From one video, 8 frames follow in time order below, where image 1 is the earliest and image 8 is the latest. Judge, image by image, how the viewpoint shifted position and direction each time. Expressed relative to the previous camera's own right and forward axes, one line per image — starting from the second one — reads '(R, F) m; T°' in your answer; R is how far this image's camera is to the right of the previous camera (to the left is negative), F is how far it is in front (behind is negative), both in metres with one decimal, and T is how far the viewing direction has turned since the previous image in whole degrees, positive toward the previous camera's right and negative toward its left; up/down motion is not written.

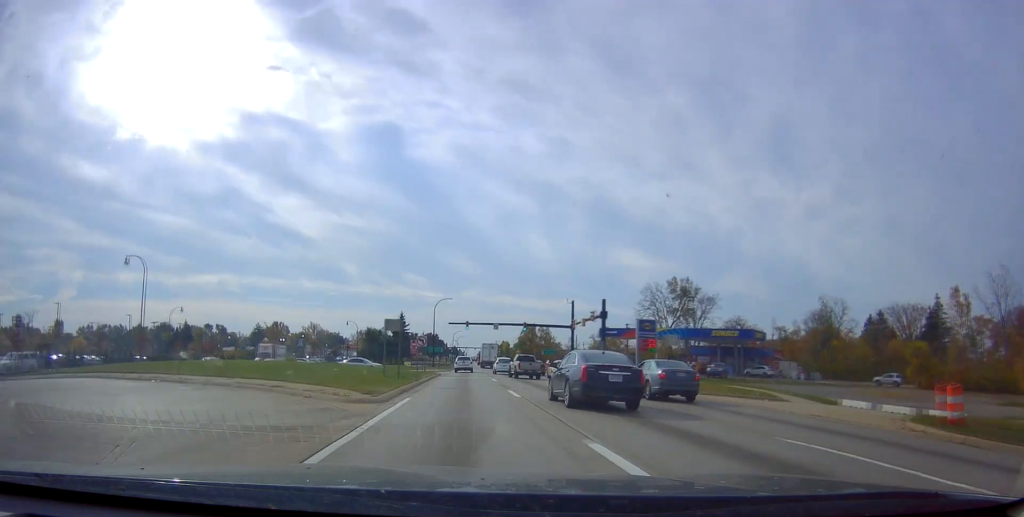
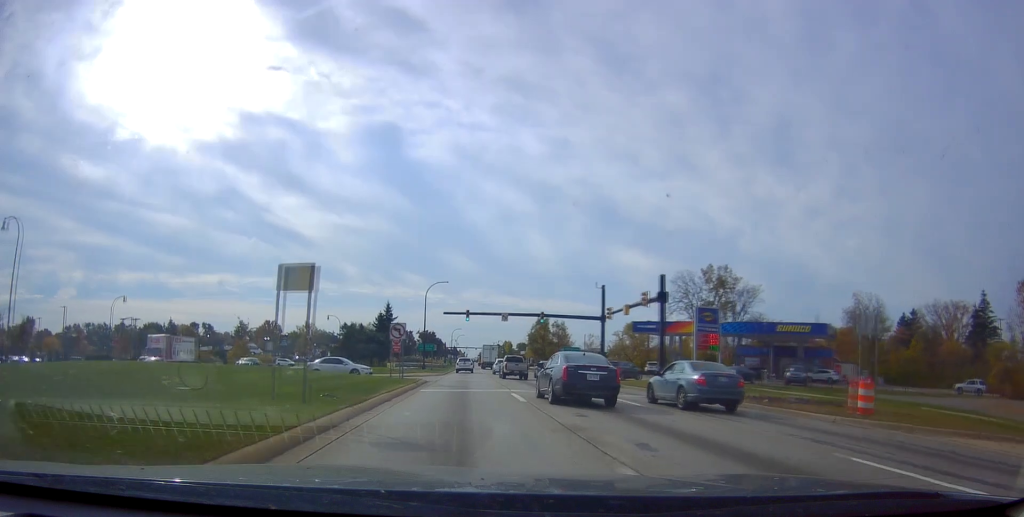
(+0.2, +17.6) m; +2°
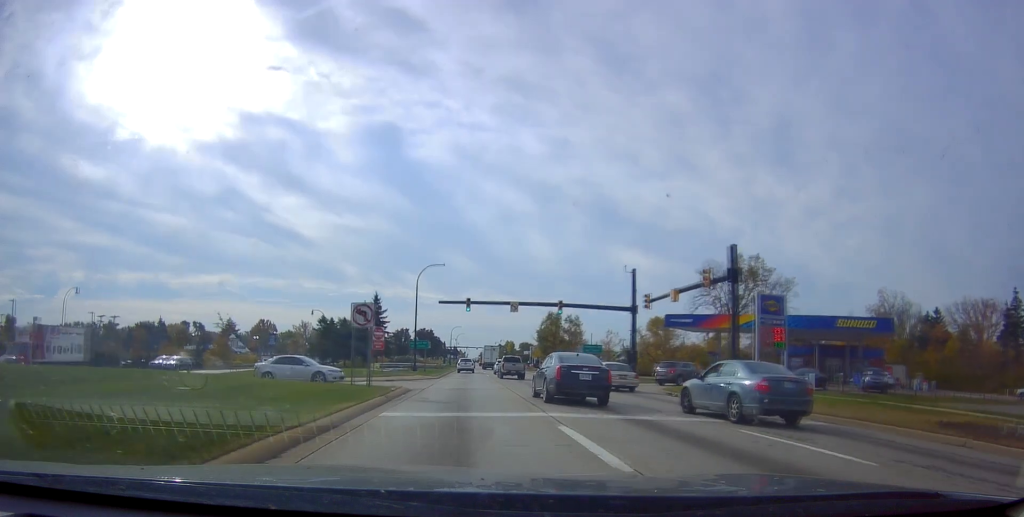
(+0.2, +11.4) m; 0°
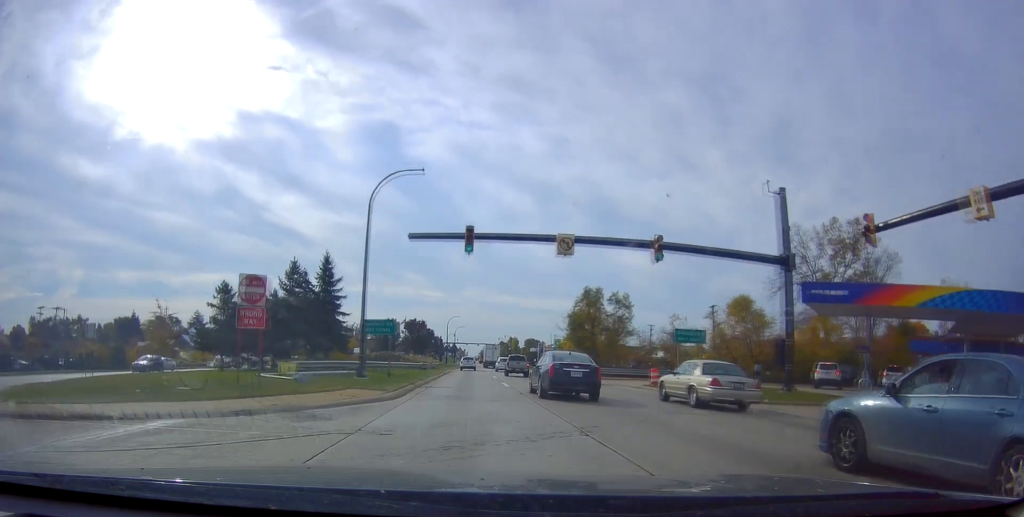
(-0.5, +25.4) m; -1°
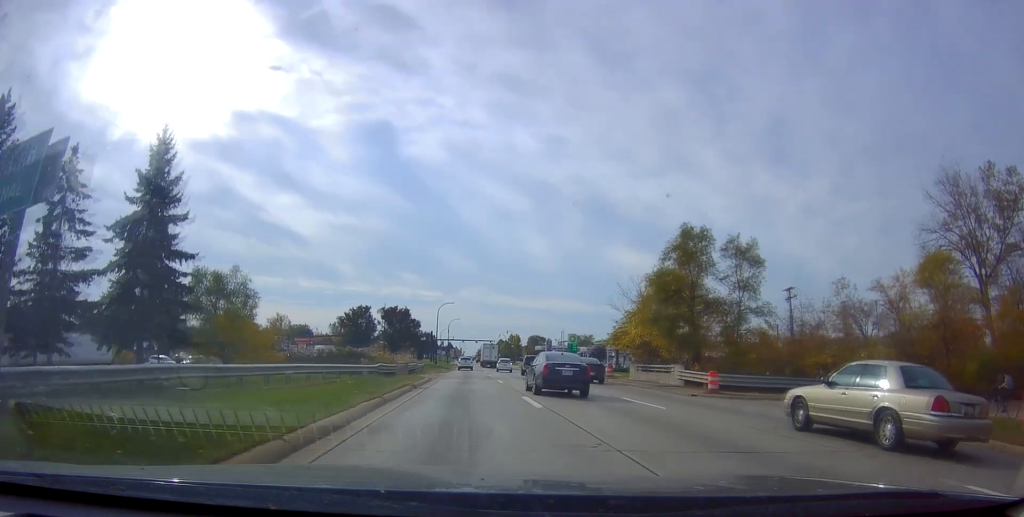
(+0.7, +26.9) m; +1°
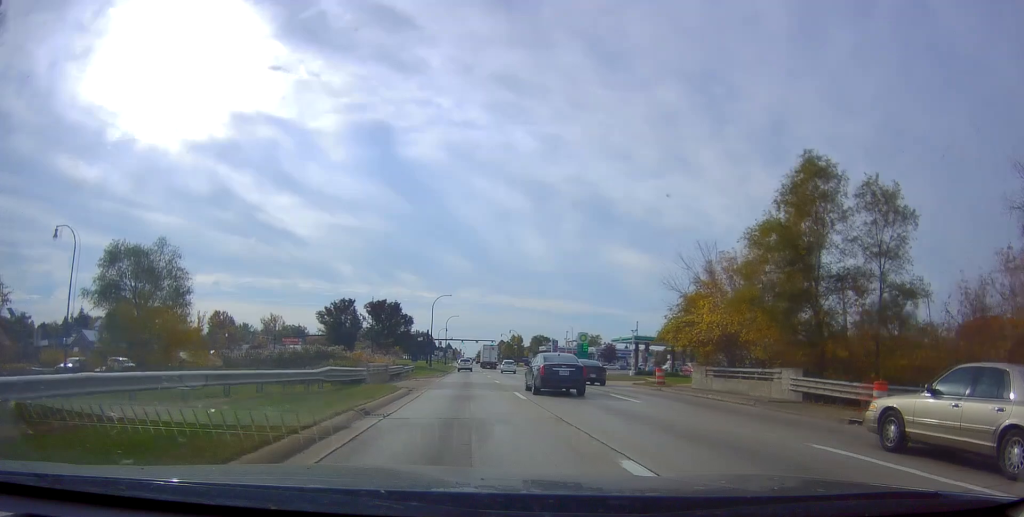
(0.0, +12.2) m; 0°
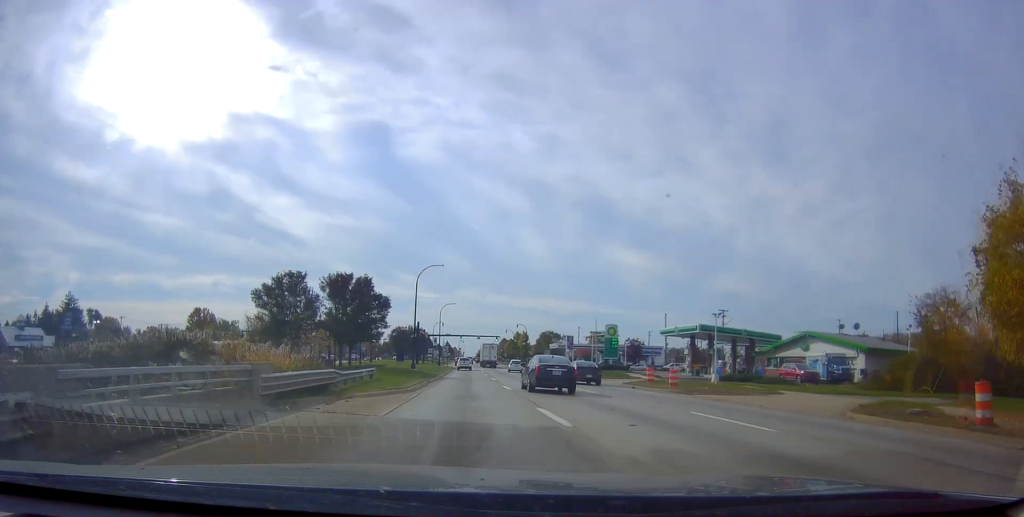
(0.0, +23.7) m; 0°
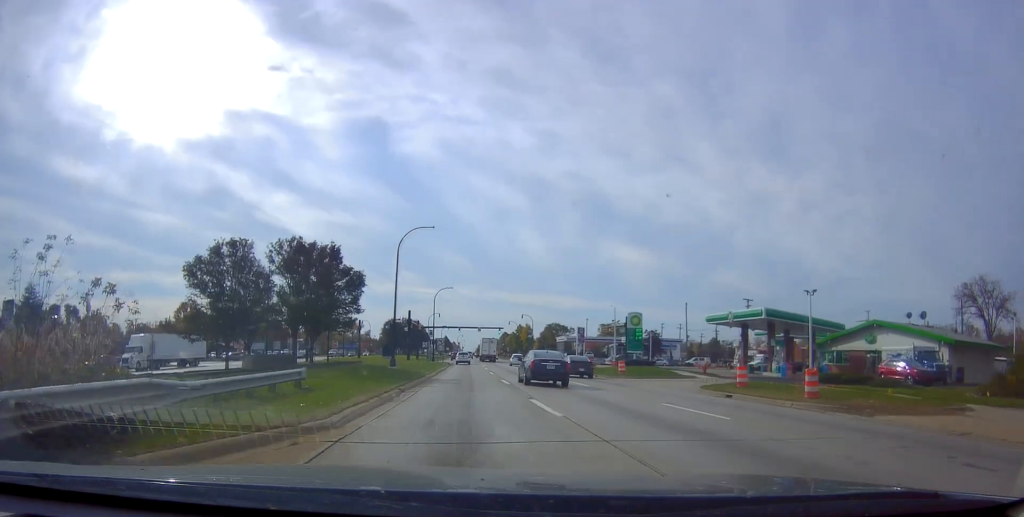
(0.0, +13.9) m; 0°
